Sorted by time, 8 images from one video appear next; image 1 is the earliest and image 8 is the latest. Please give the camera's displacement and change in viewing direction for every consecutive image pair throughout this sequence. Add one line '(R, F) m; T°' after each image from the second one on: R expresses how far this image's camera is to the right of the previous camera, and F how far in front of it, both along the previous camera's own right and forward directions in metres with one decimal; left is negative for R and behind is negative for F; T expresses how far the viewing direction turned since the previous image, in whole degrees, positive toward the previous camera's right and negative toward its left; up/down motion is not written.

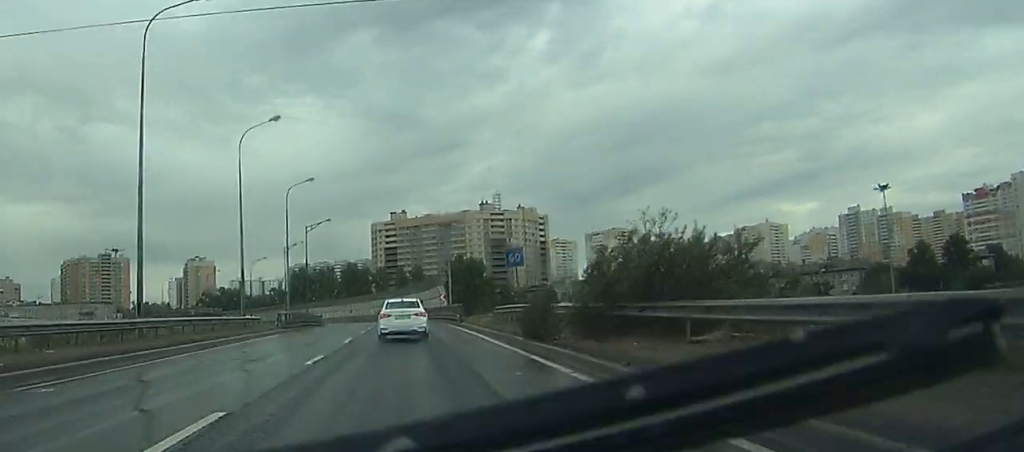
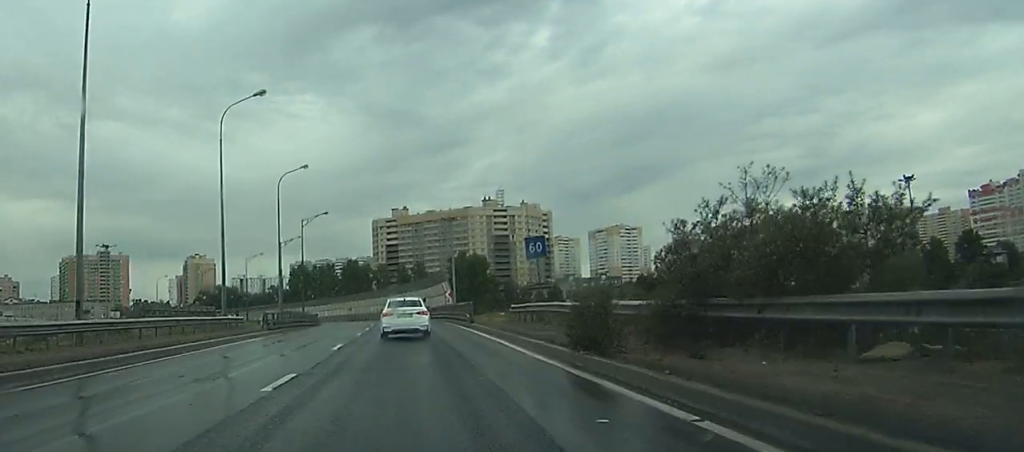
(0.0, +6.0) m; 0°
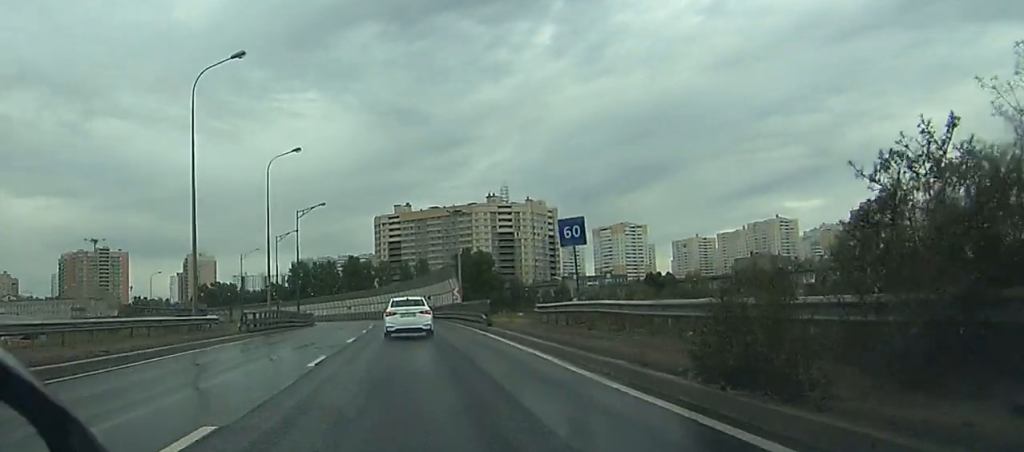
(0.0, +7.0) m; 0°
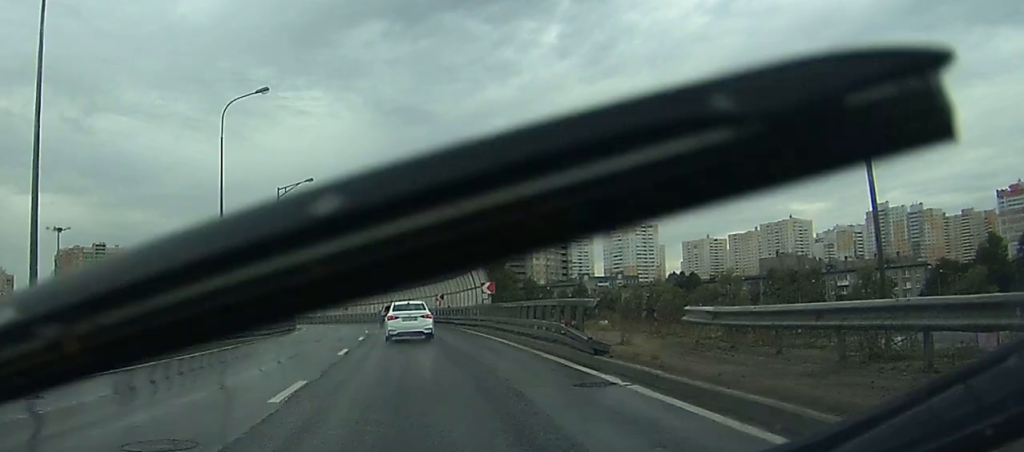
(-0.2, +18.4) m; -1°
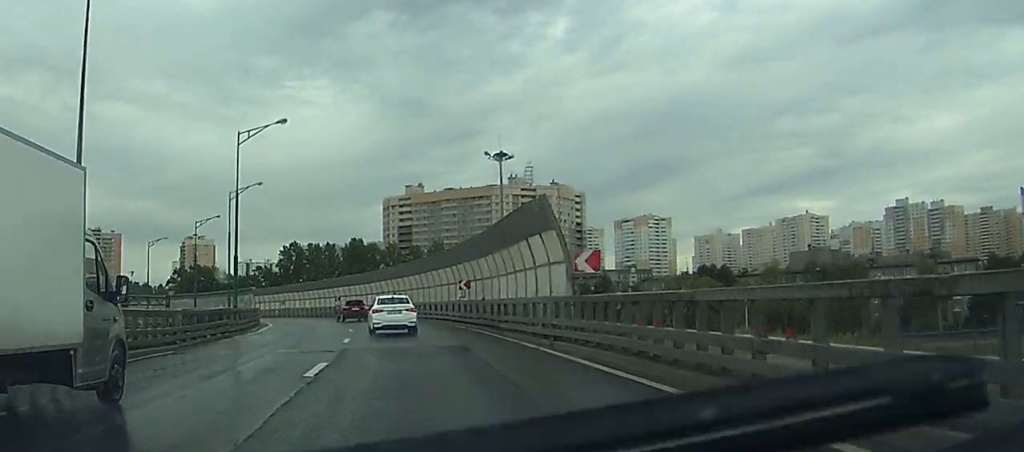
(-0.2, +21.7) m; -1°
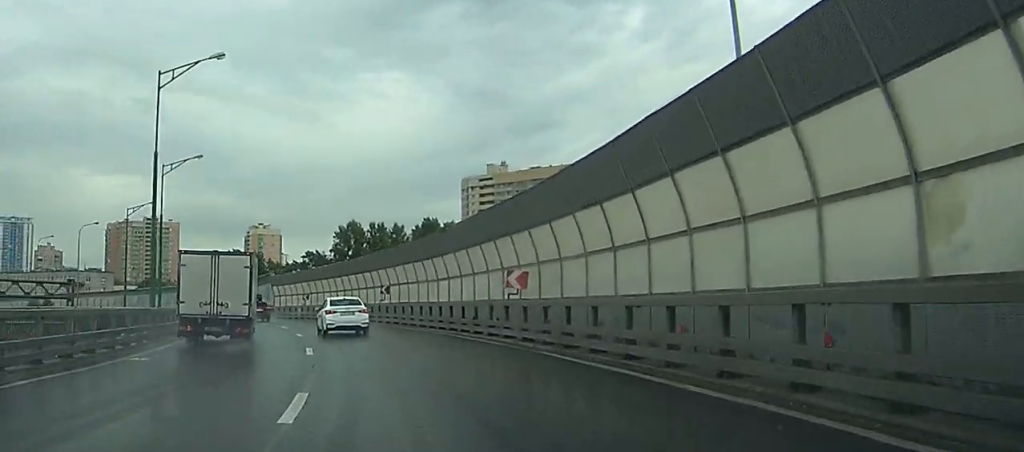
(-1.2, +43.3) m; -4°
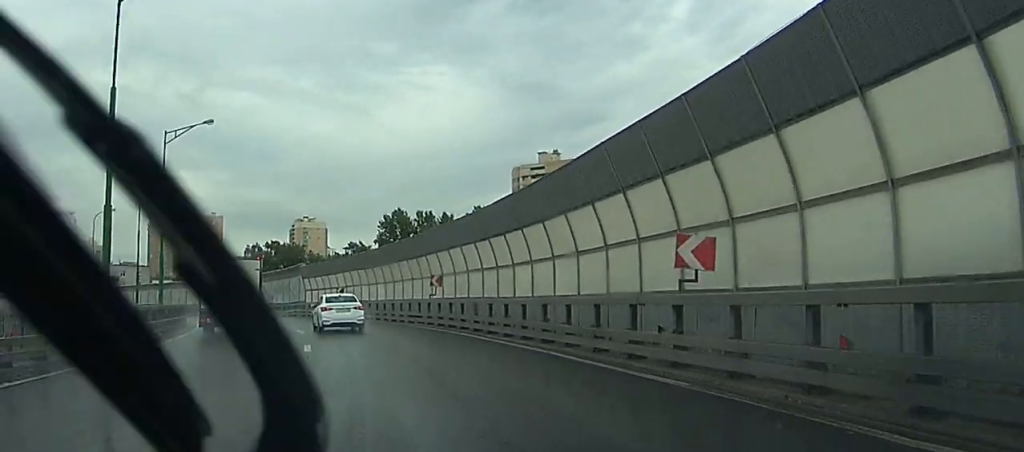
(-0.1, +12.3) m; -2°
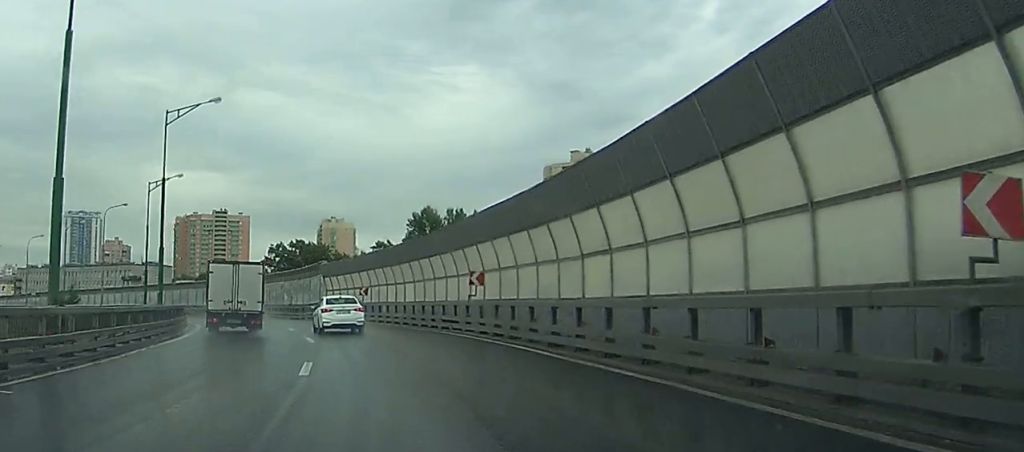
(0.0, +6.7) m; -1°
